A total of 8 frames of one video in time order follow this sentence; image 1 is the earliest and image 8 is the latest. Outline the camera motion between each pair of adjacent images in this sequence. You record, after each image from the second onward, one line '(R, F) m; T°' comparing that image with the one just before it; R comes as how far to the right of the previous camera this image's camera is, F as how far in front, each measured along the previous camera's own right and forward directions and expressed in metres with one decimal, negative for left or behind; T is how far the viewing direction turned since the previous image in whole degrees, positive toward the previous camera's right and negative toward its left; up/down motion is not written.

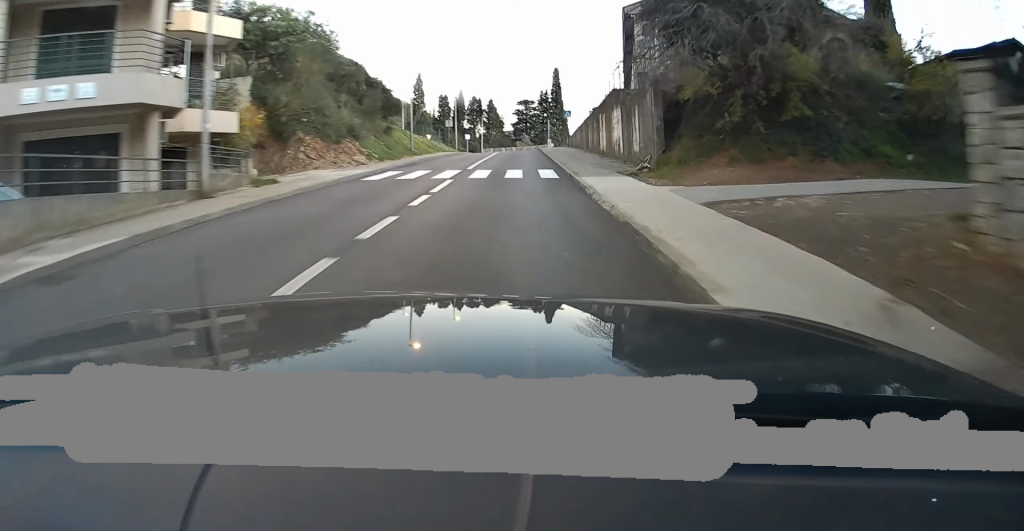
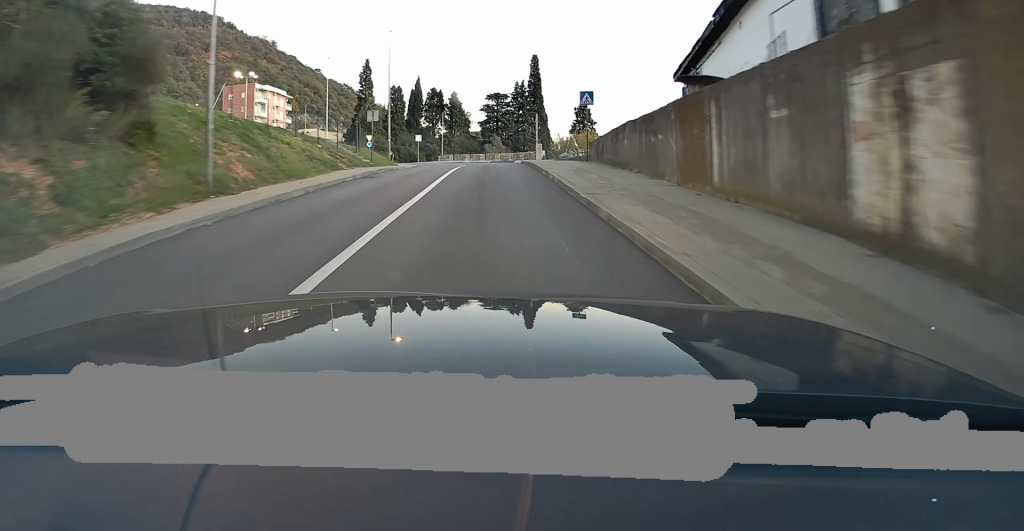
(+1.8, +25.2) m; +7°
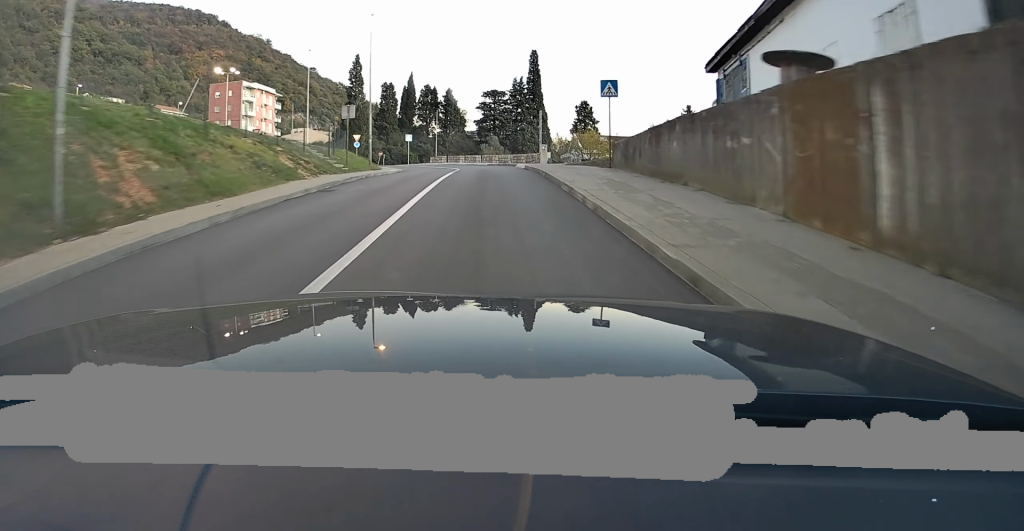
(0.0, +5.8) m; +1°
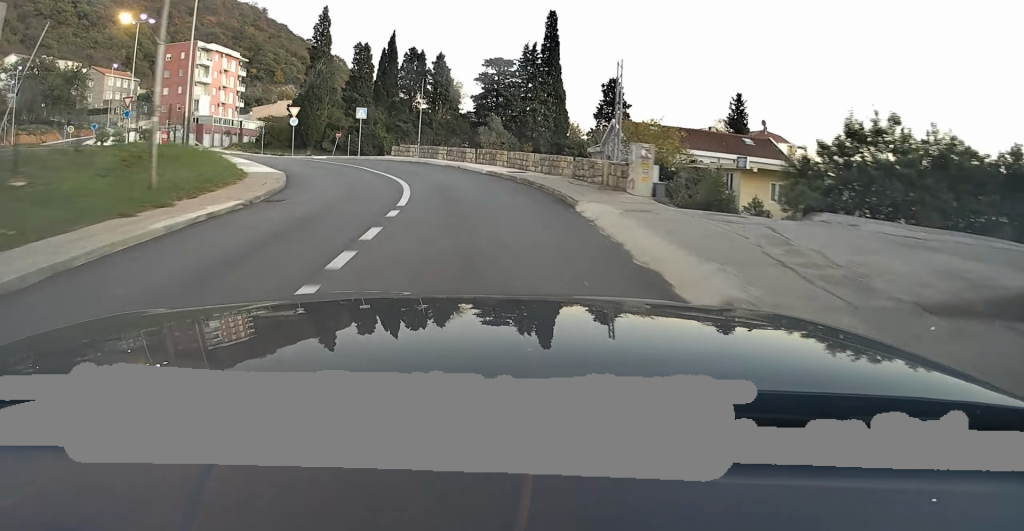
(-0.2, +24.5) m; -2°
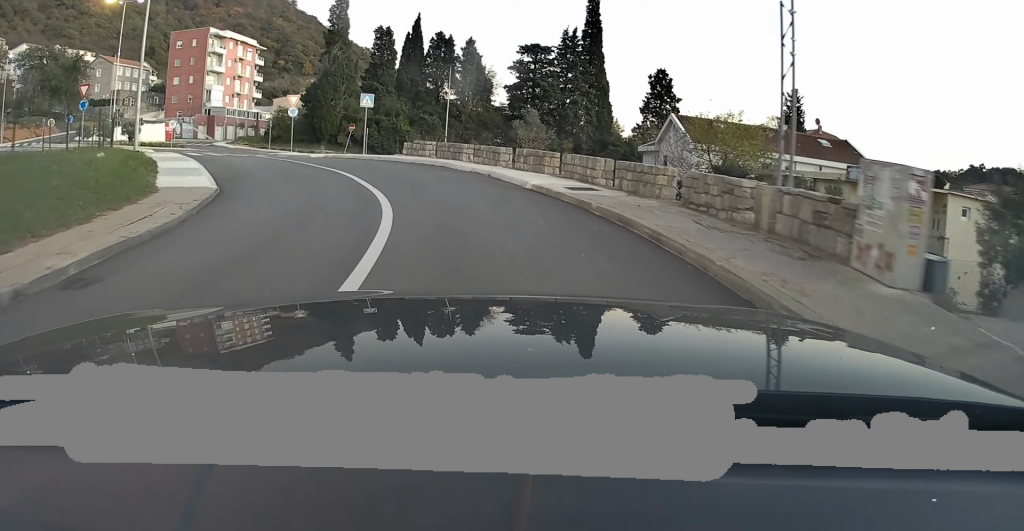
(0.0, +8.3) m; 0°
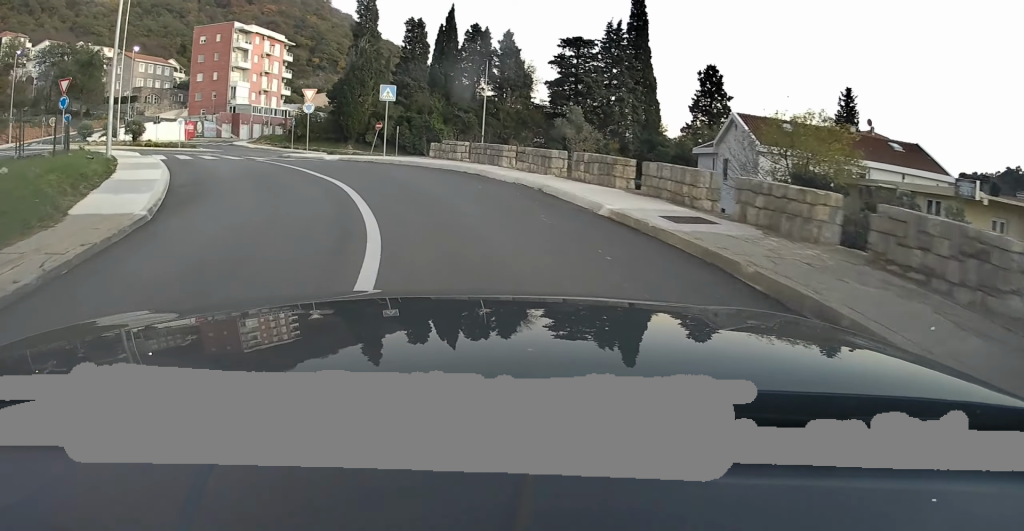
(+0.1, +5.0) m; -1°
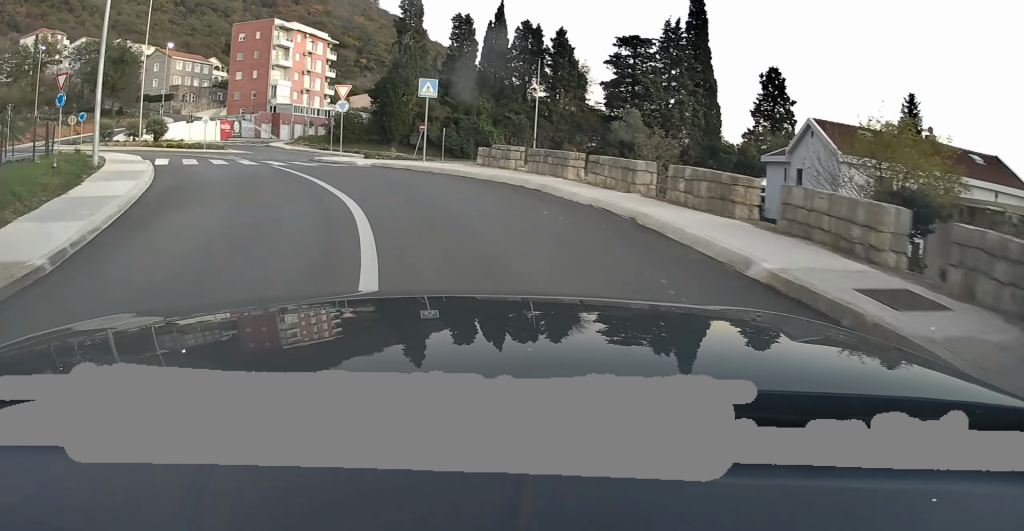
(-0.1, +3.9) m; -3°
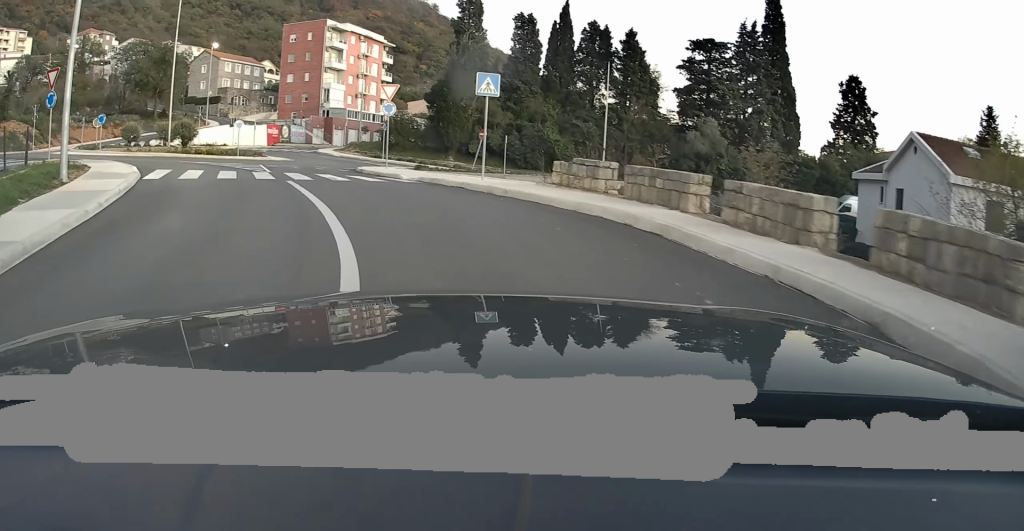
(0.0, +4.6) m; -5°
